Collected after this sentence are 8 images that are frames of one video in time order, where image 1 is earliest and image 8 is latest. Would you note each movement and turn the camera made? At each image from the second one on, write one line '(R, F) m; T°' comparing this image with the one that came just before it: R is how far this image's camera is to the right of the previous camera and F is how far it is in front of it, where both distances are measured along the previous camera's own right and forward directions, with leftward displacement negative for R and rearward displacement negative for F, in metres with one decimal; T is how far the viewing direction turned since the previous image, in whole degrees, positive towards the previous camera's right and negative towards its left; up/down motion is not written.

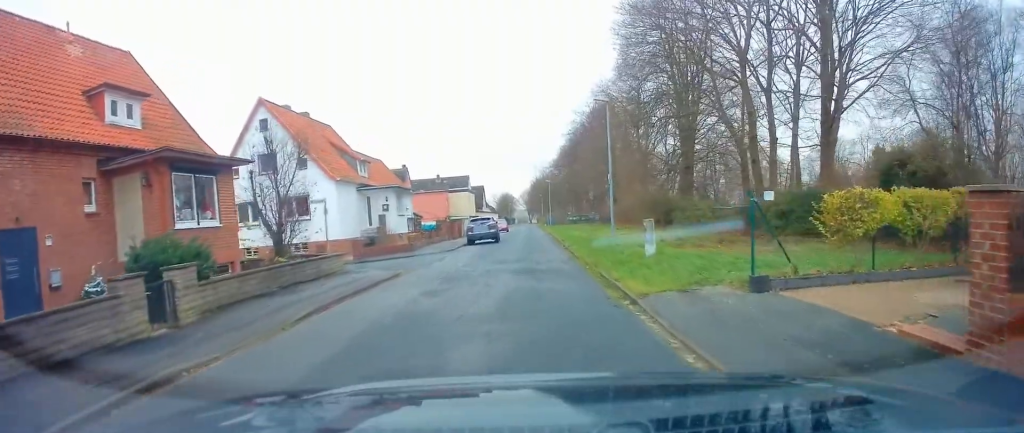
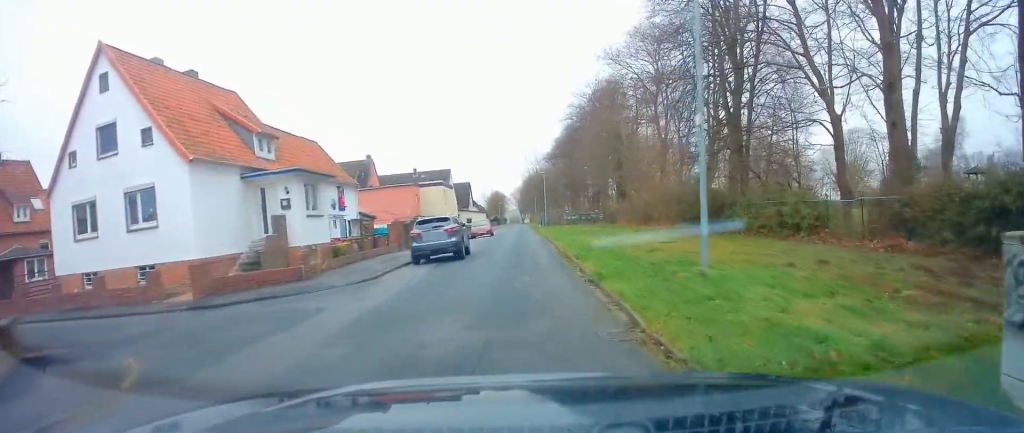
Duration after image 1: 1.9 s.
(+0.1, +13.5) m; 0°
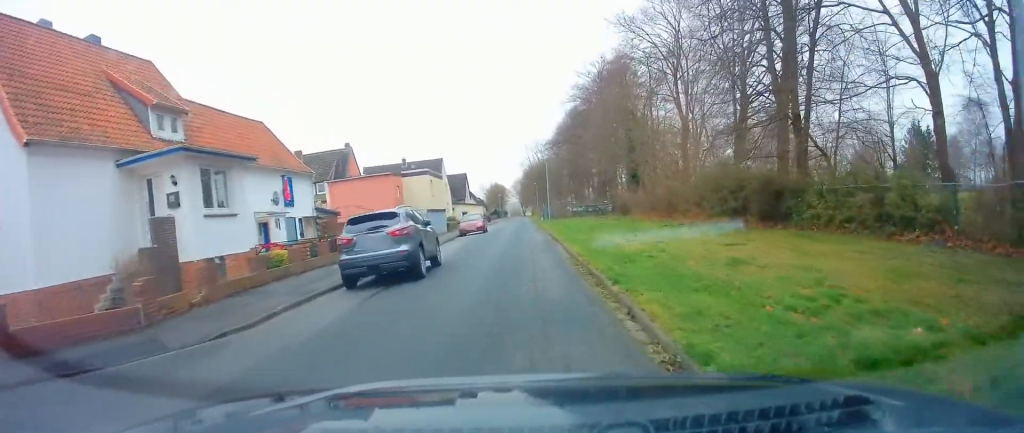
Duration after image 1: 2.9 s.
(0.0, +7.5) m; 0°
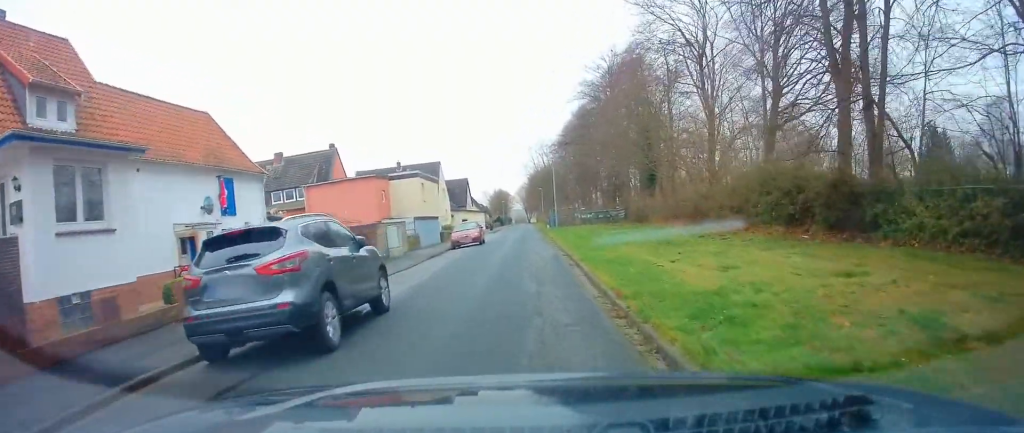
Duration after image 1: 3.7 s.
(0.0, +6.0) m; 0°
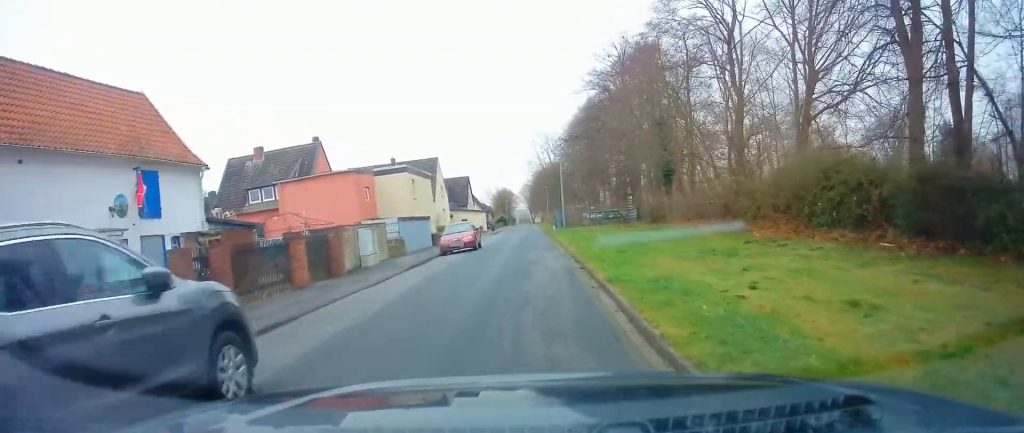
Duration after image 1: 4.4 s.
(0.0, +5.0) m; 0°
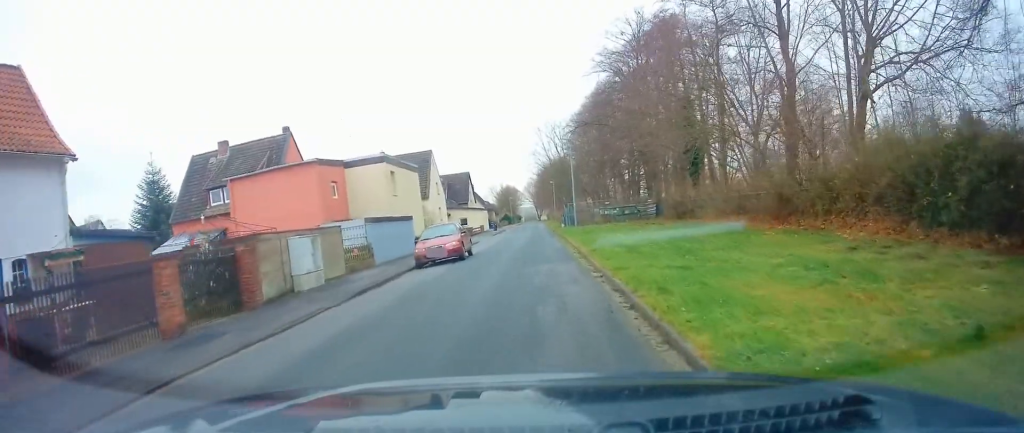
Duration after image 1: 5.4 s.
(0.0, +6.6) m; 0°
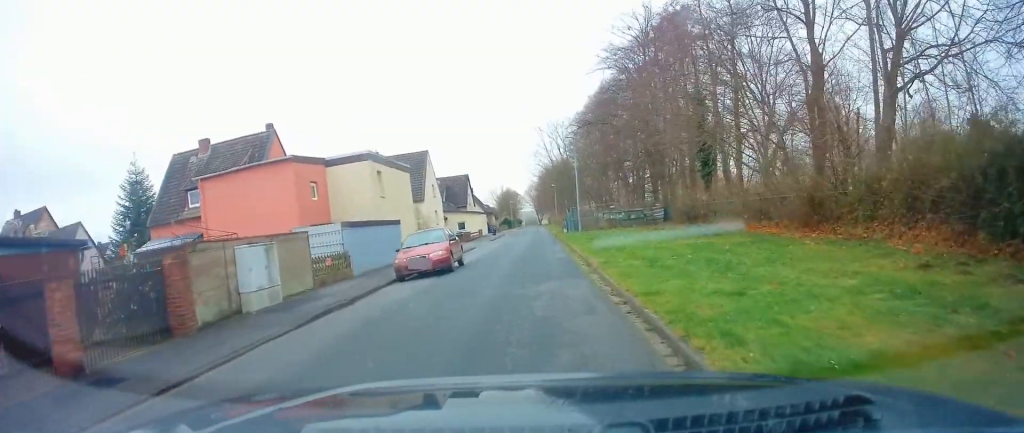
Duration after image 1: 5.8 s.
(0.0, +2.9) m; 0°
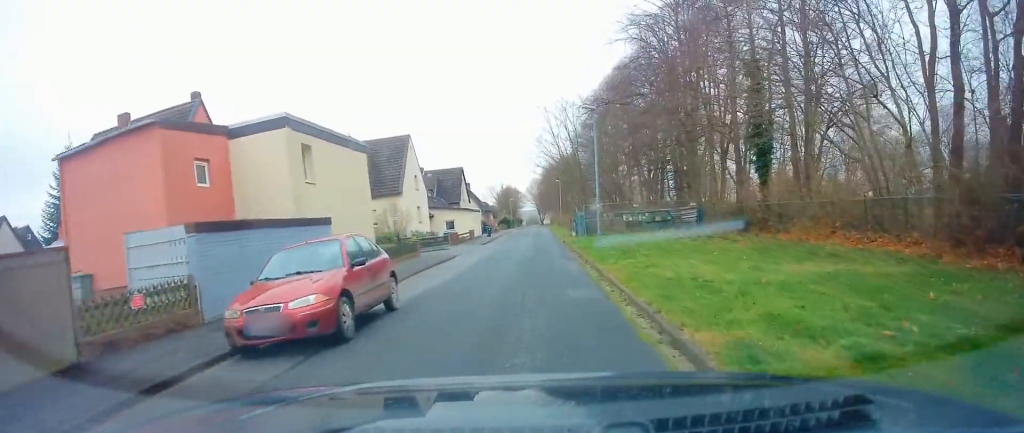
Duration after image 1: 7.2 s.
(0.0, +9.5) m; 0°
